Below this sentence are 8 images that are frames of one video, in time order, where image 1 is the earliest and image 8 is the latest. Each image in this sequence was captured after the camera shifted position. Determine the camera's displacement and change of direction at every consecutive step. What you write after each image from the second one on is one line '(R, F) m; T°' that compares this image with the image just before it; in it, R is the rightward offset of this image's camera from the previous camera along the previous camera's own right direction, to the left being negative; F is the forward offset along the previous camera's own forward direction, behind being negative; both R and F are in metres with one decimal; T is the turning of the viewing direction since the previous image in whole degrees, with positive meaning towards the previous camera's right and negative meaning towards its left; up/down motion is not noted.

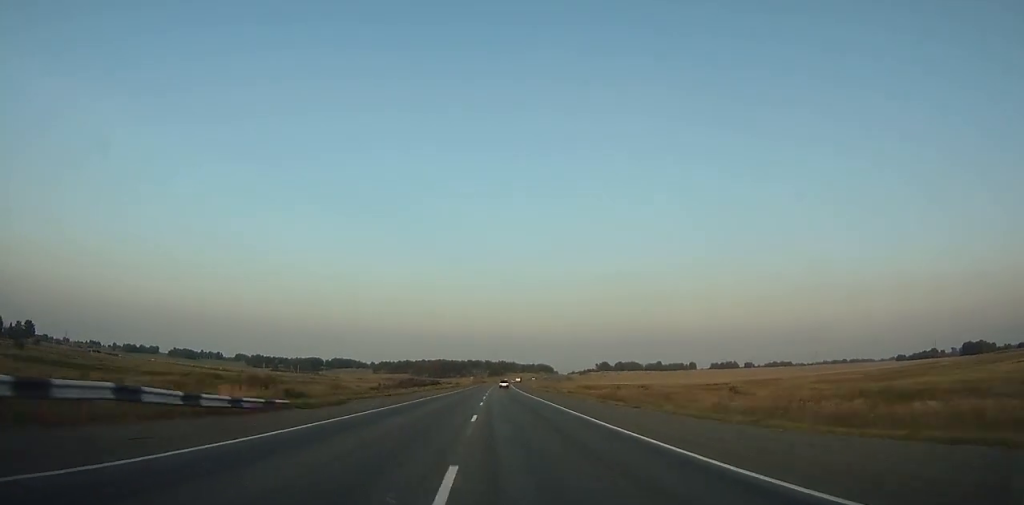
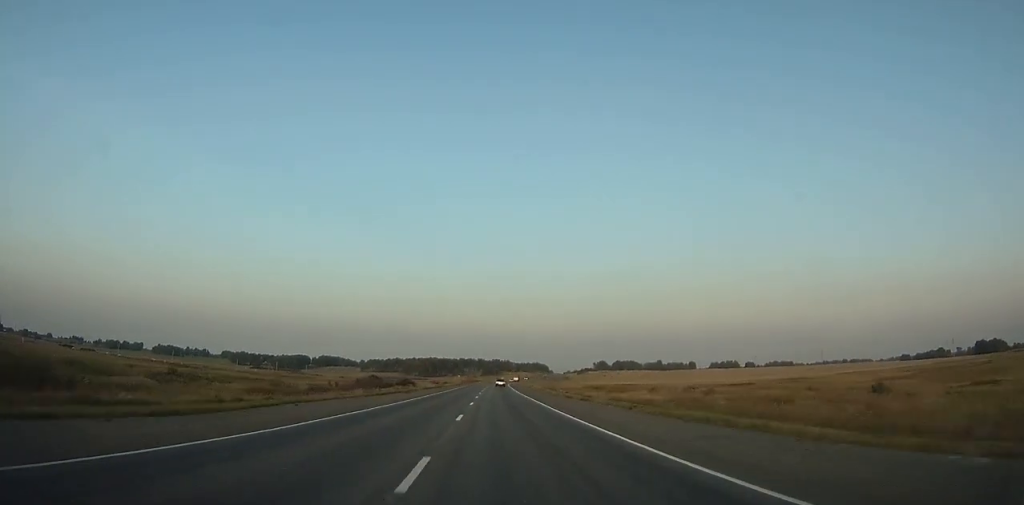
(+0.1, +34.8) m; 0°
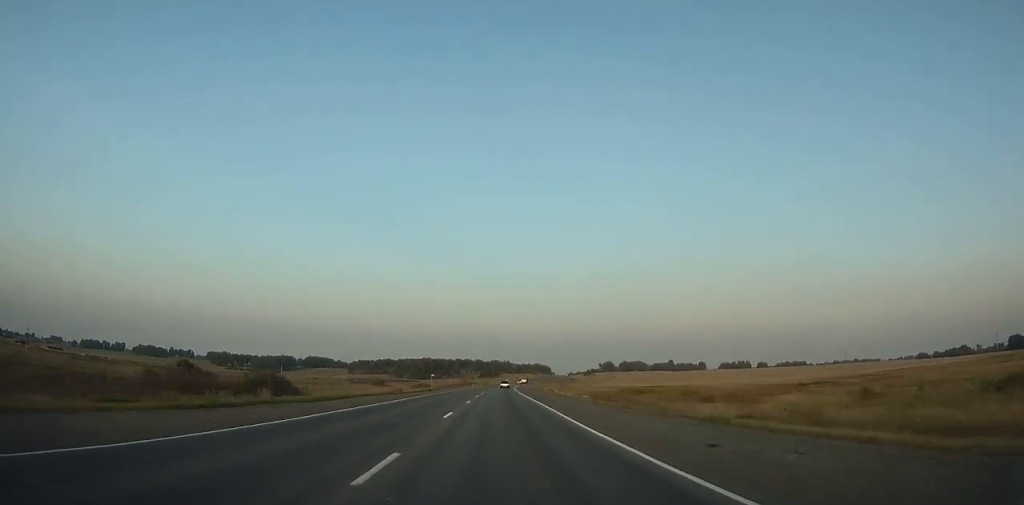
(+0.2, +62.2) m; +1°
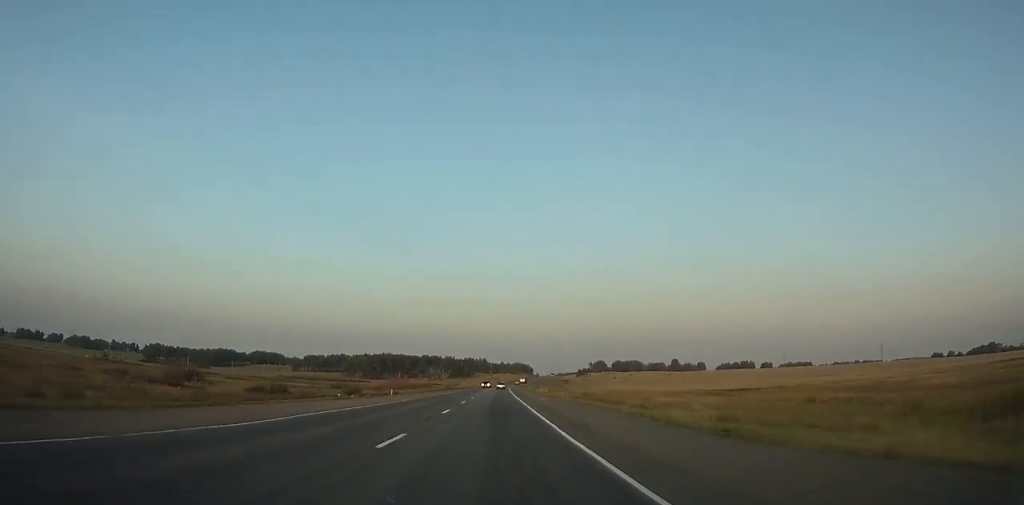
(+1.5, +119.1) m; +2°
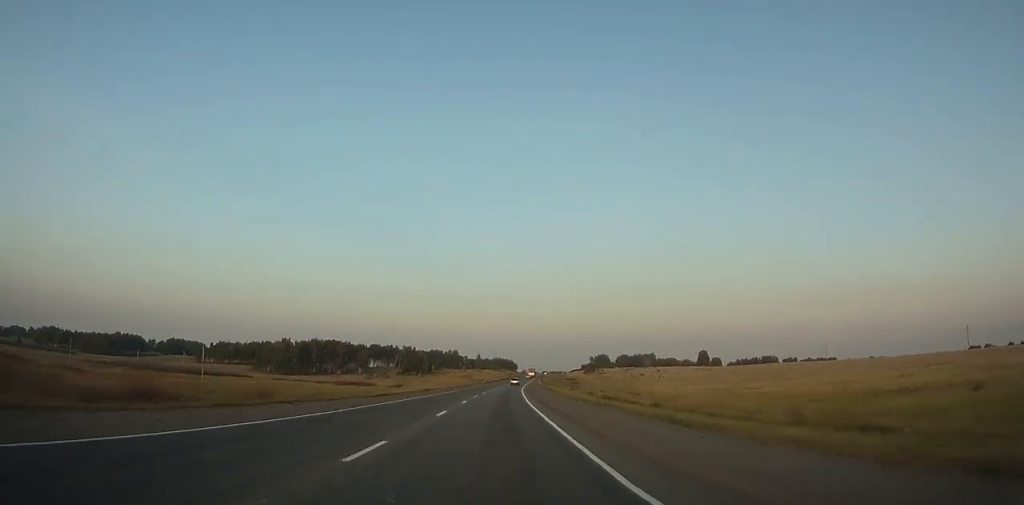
(+3.4, +158.3) m; +3°
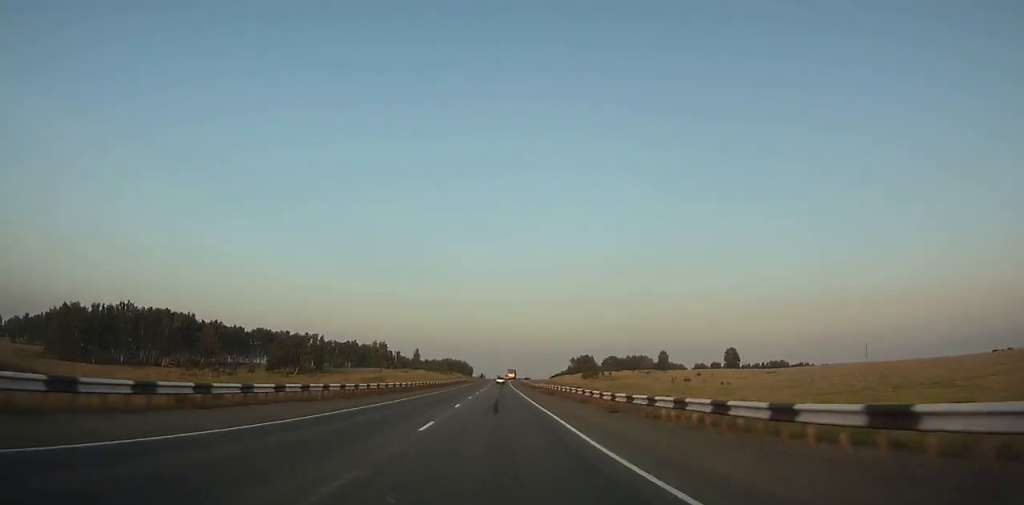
(+5.8, +148.8) m; +4°
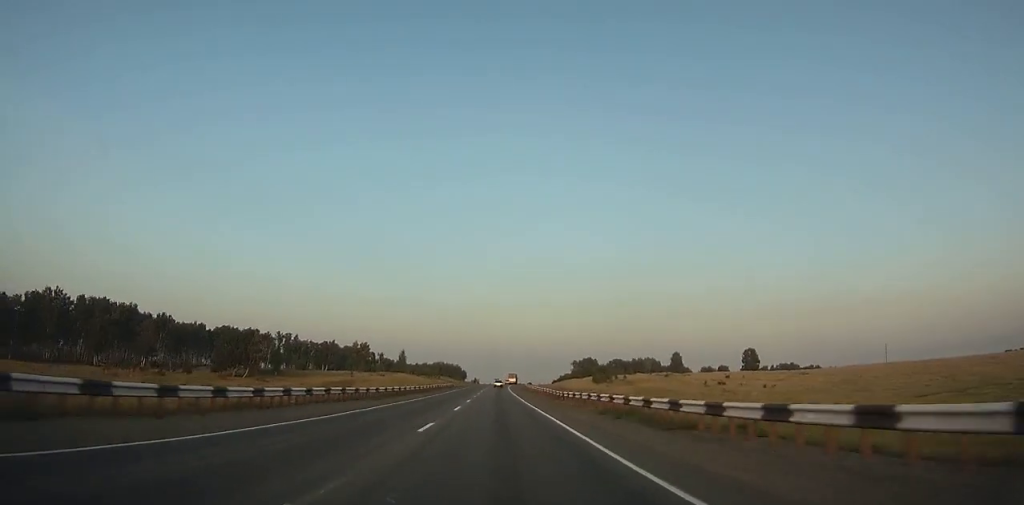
(+0.3, +34.6) m; +1°
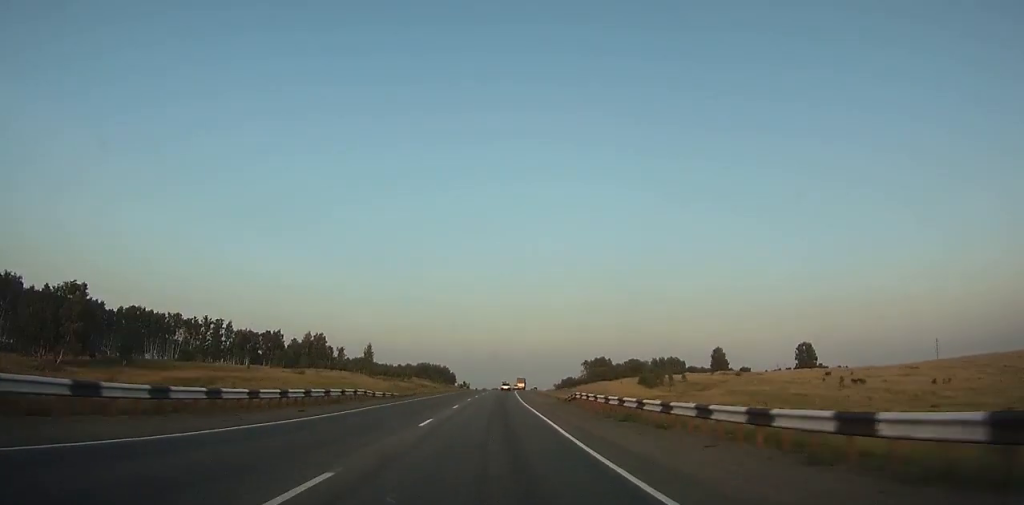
(+0.7, +71.1) m; +1°
